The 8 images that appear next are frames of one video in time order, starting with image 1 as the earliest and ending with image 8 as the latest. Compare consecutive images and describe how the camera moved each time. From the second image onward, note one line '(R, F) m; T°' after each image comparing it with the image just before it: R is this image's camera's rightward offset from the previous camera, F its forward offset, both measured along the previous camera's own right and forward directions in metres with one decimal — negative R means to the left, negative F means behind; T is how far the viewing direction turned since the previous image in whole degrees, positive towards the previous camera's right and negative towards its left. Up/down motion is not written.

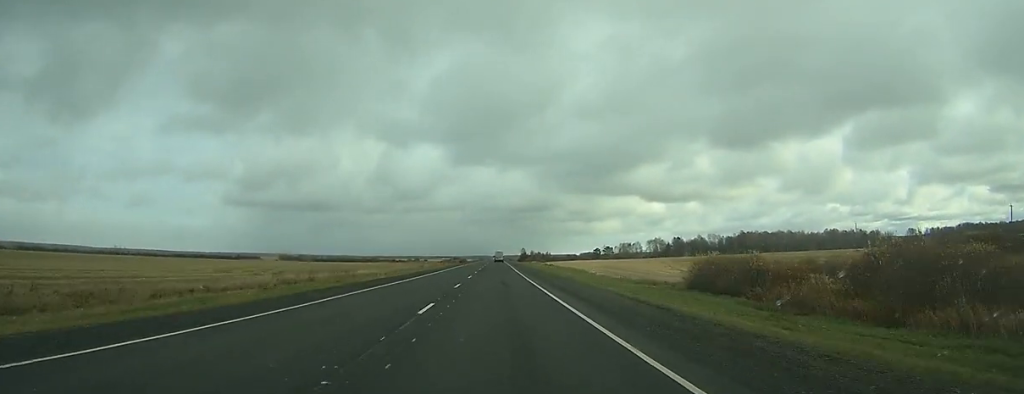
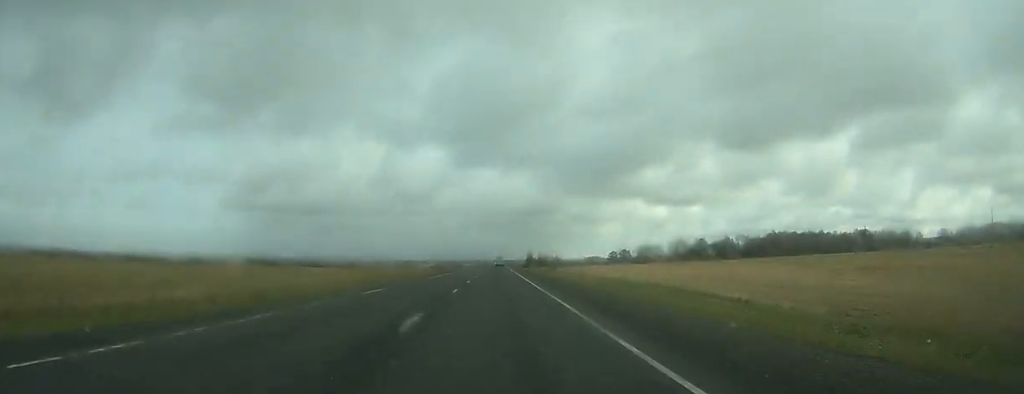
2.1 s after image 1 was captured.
(-0.1, +63.1) m; 0°
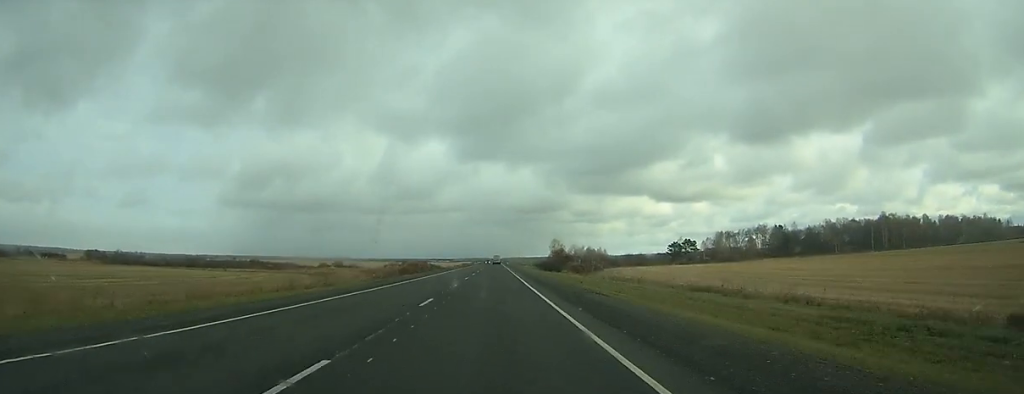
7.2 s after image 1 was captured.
(0.0, +145.1) m; 0°
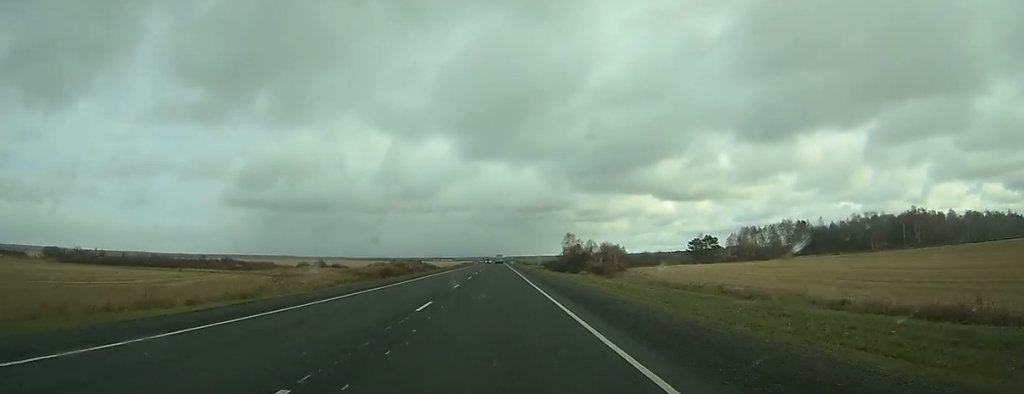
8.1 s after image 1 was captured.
(+0.1, +26.8) m; 0°
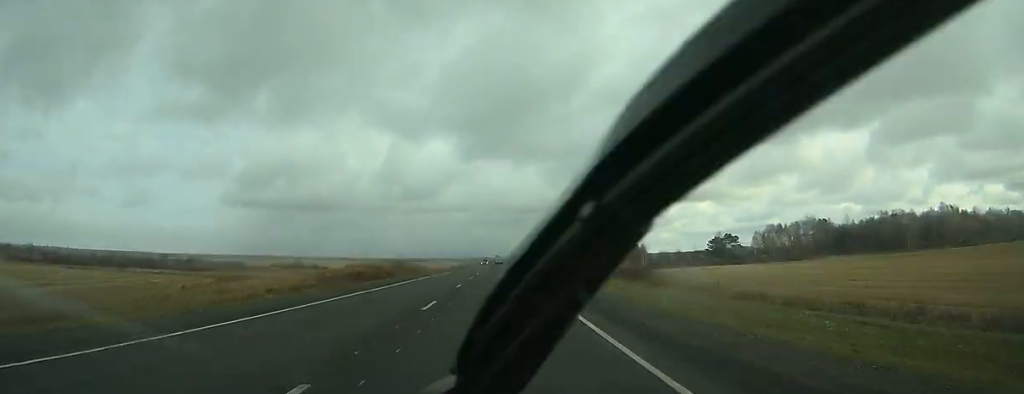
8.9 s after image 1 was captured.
(+0.1, +24.7) m; 0°
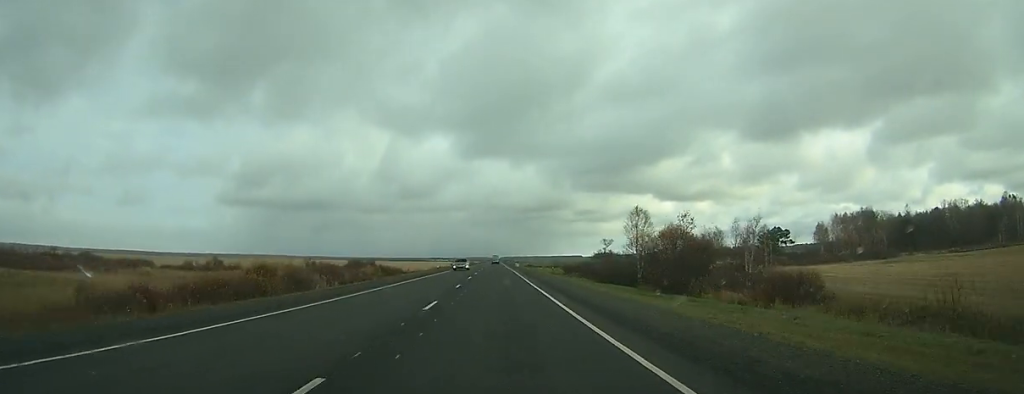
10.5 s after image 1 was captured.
(-0.2, +49.6) m; 0°
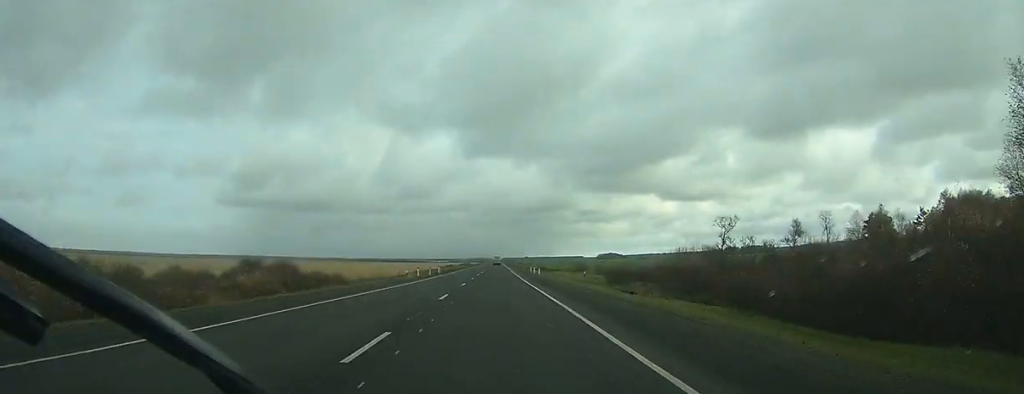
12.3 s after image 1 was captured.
(0.0, +56.4) m; 0°
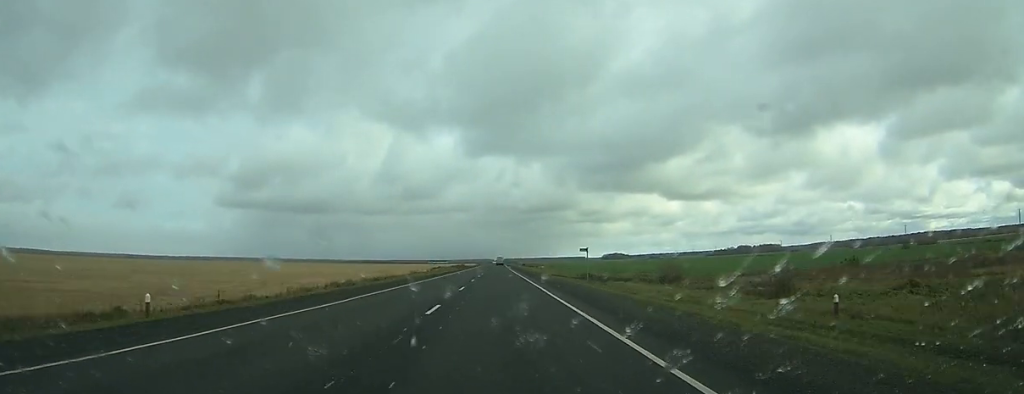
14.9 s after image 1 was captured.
(0.0, +74.4) m; 0°
